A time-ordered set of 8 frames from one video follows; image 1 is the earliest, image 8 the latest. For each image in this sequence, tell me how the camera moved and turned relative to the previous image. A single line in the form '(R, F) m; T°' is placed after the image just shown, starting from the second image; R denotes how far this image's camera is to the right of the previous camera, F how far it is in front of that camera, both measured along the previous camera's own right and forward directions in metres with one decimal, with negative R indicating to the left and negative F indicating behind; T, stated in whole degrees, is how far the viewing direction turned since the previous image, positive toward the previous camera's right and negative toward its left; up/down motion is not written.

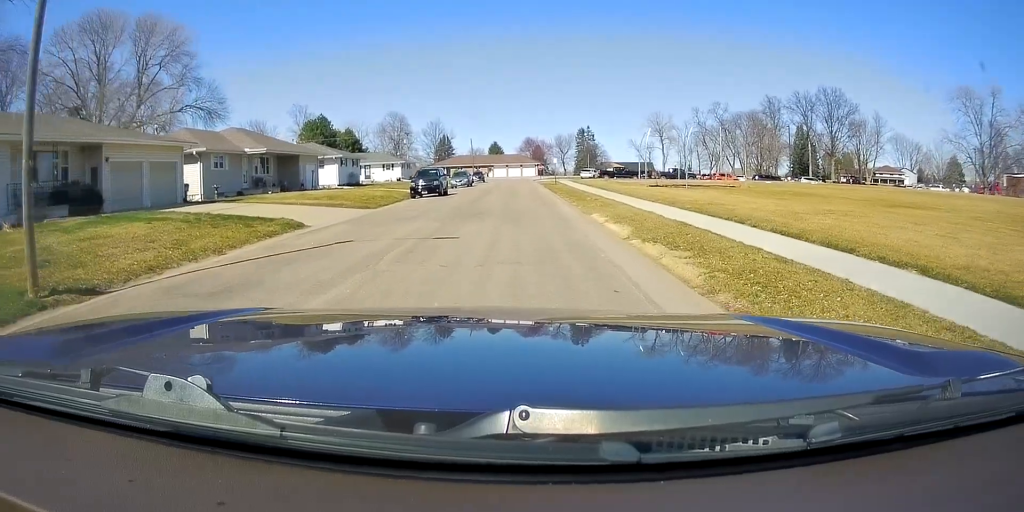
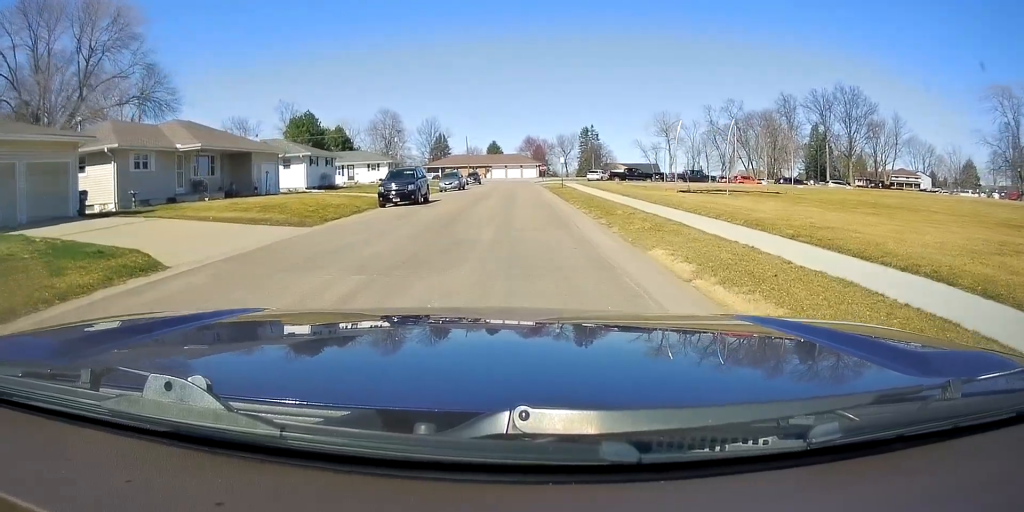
(0.0, +8.9) m; 0°
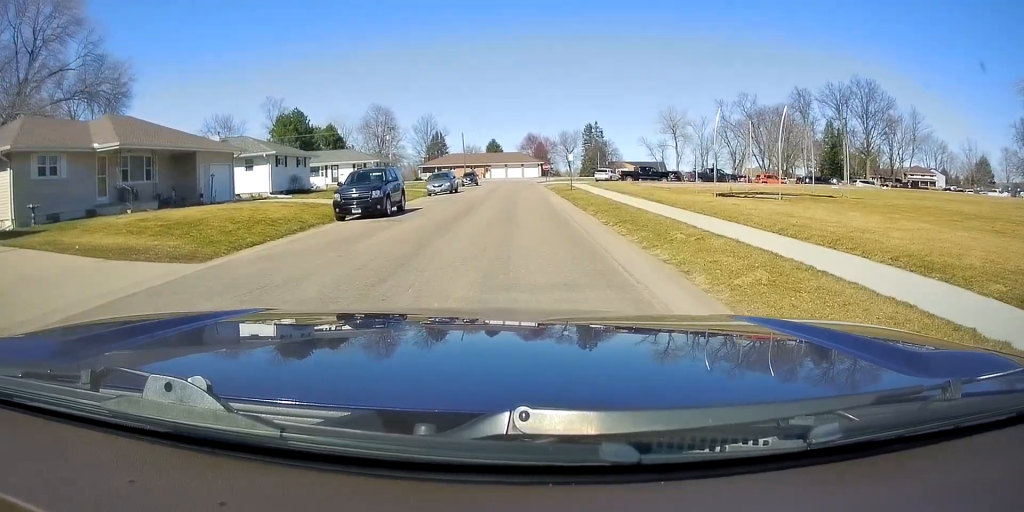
(0.0, +7.5) m; 0°
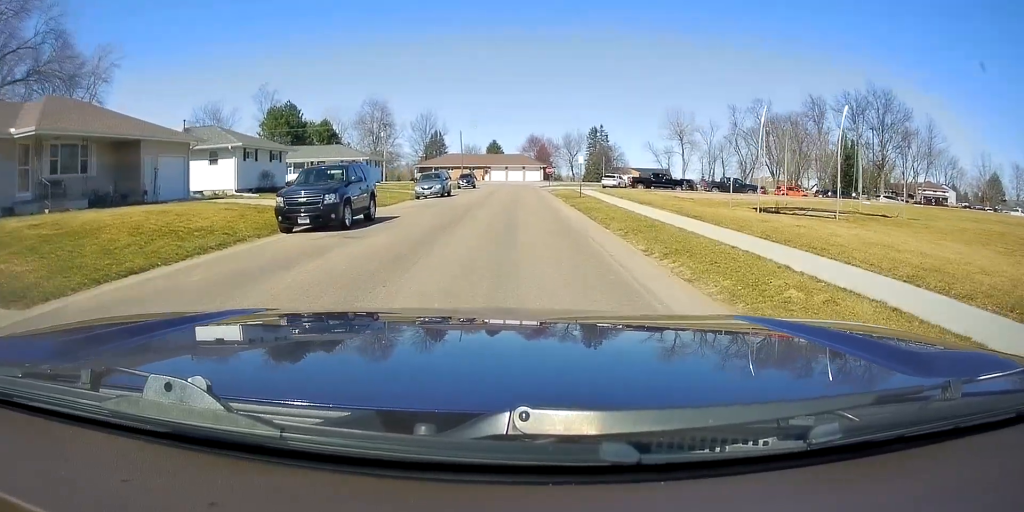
(0.0, +5.7) m; 0°
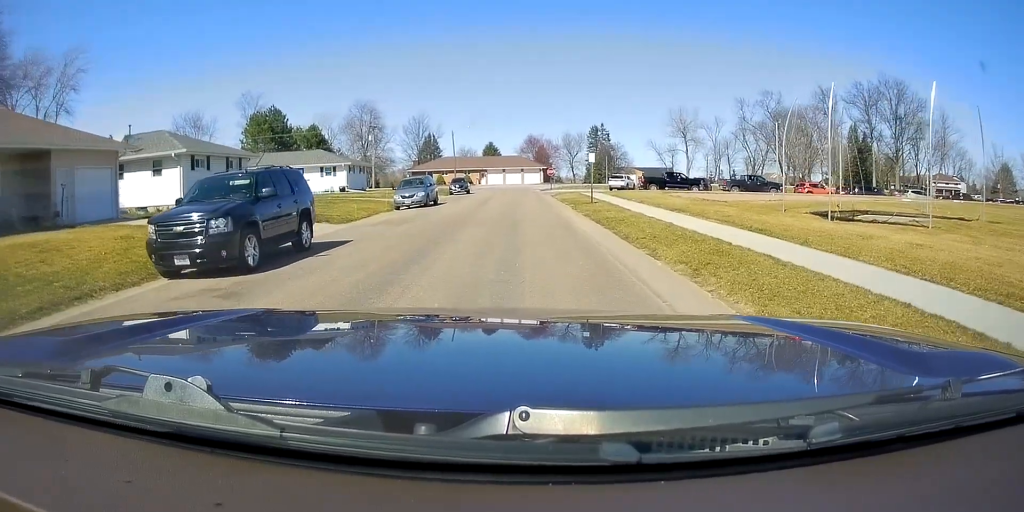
(0.0, +6.4) m; 0°
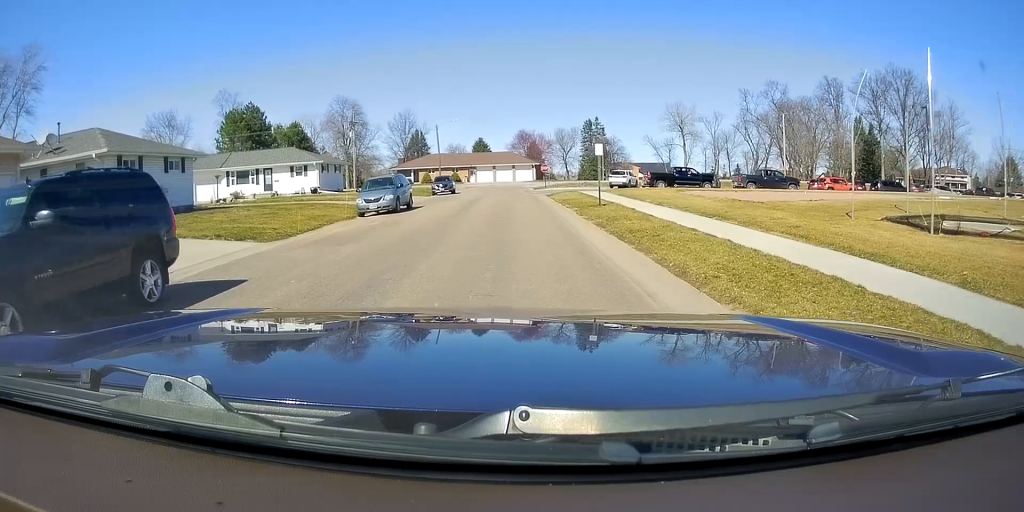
(0.0, +6.0) m; 0°
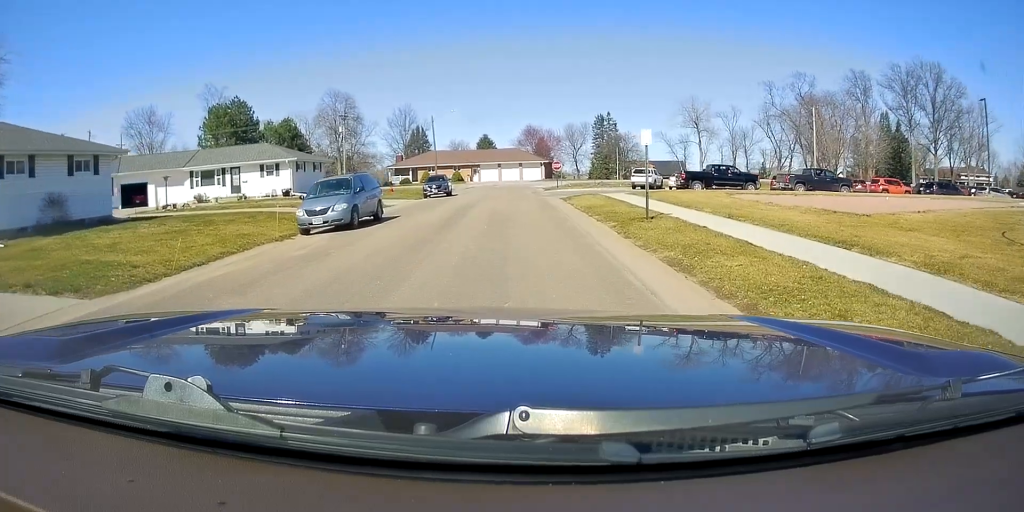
(0.0, +8.3) m; 0°
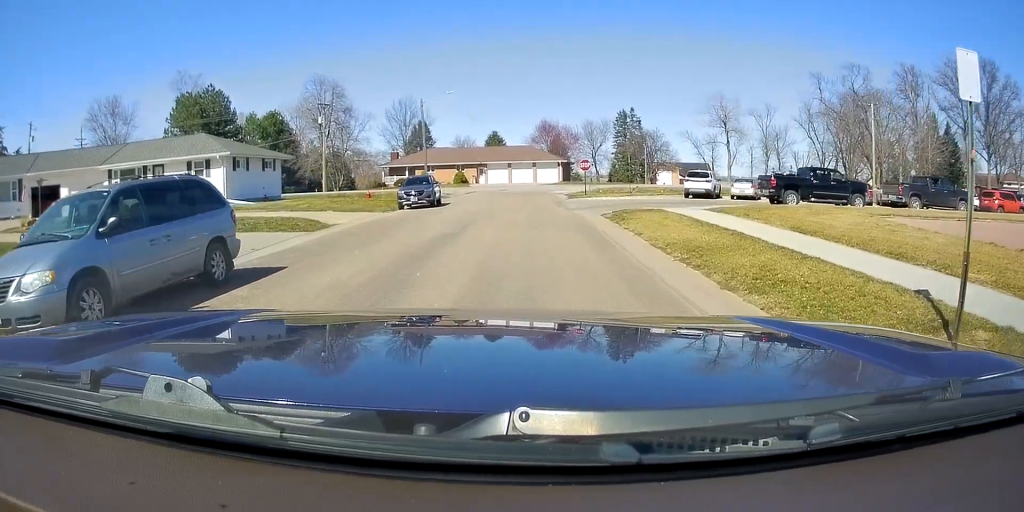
(0.0, +13.1) m; 0°
